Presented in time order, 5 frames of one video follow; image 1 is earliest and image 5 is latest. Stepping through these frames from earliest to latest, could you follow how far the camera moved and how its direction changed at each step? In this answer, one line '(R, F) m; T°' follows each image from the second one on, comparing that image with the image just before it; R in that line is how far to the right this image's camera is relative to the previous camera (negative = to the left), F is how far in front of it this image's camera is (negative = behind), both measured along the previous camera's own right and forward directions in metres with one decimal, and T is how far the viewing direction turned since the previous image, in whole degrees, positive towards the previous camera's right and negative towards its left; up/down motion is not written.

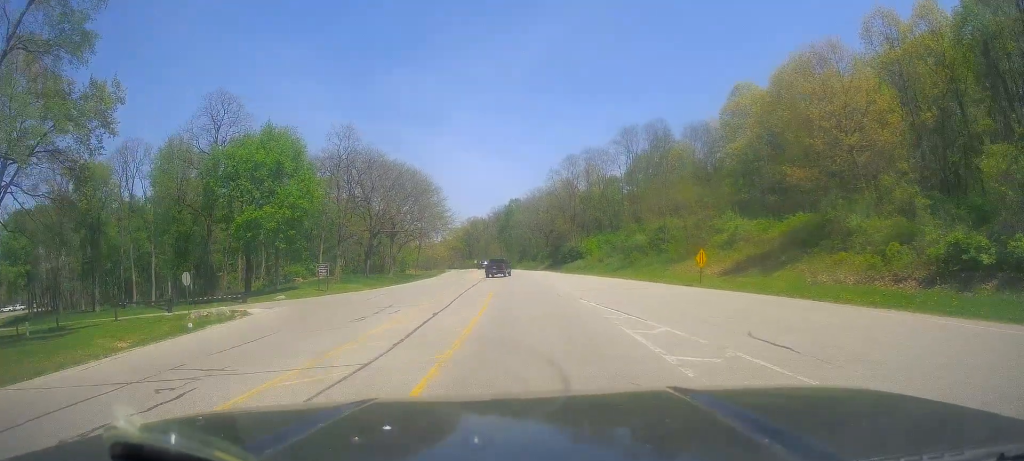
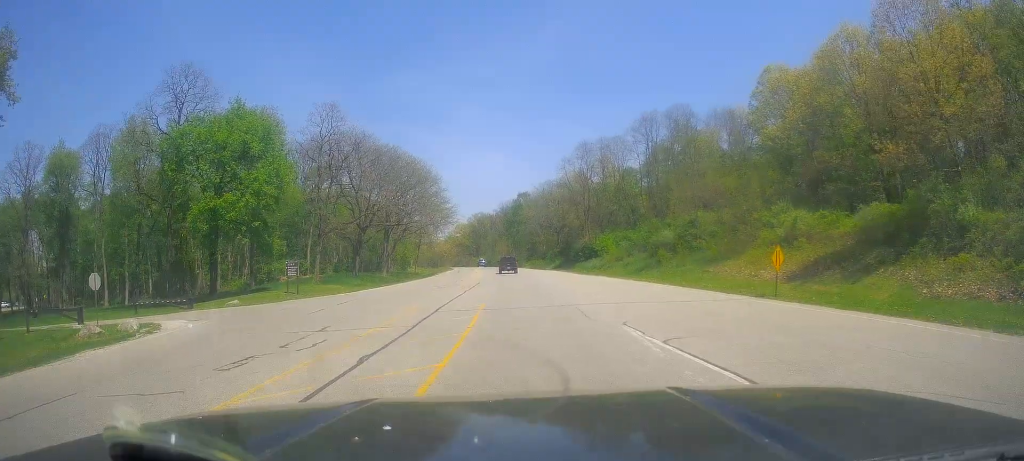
(+0.4, +9.1) m; +3°
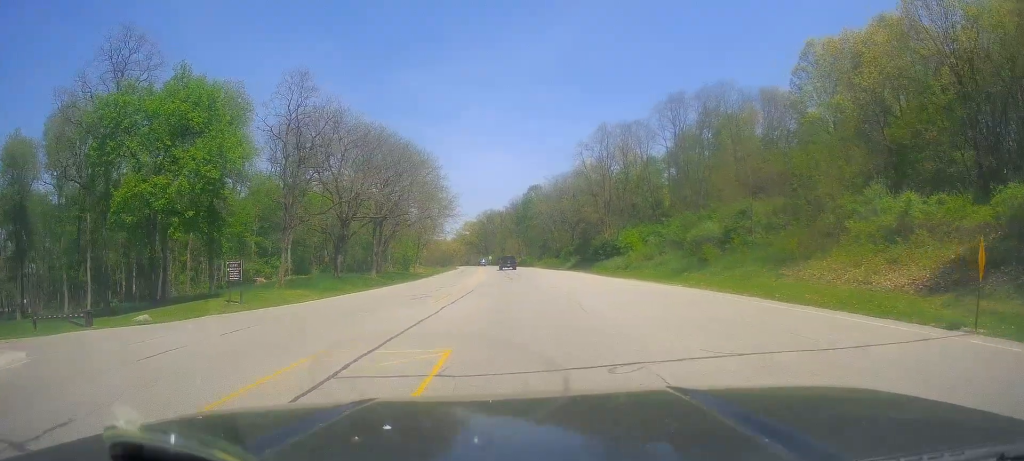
(-0.4, +11.1) m; -3°
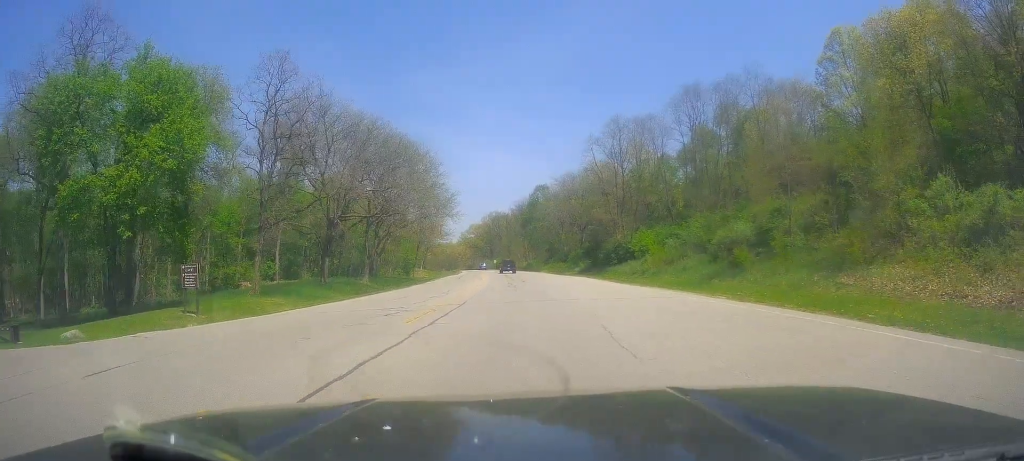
(0.0, +5.6) m; -1°
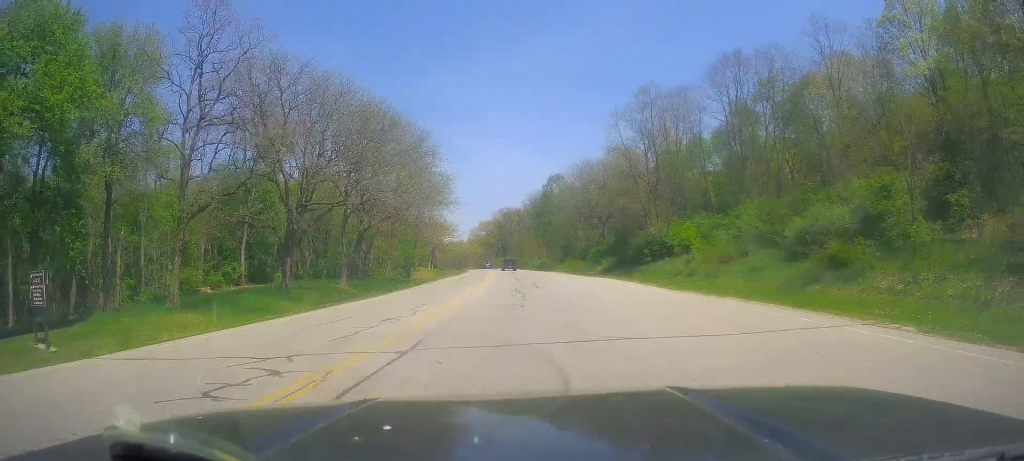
(-0.3, +12.3) m; -3°
